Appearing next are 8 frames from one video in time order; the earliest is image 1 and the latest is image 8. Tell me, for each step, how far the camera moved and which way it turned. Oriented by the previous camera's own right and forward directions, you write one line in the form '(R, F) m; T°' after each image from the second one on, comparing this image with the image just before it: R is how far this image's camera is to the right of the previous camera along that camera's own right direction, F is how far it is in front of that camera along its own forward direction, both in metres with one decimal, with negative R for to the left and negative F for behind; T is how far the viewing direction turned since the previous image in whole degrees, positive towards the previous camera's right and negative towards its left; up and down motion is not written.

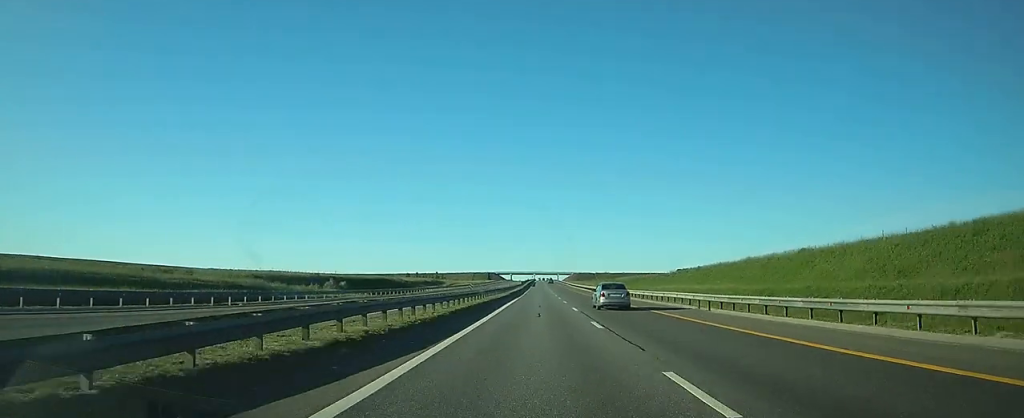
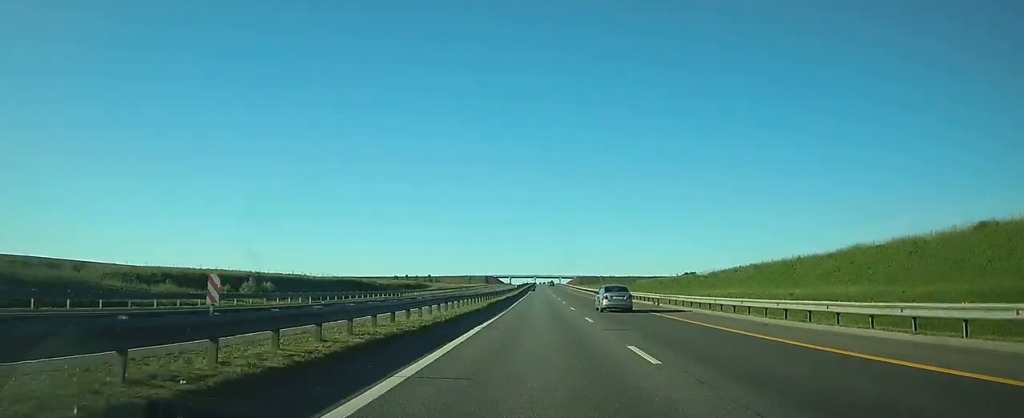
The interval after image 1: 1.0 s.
(0.0, +31.9) m; 0°
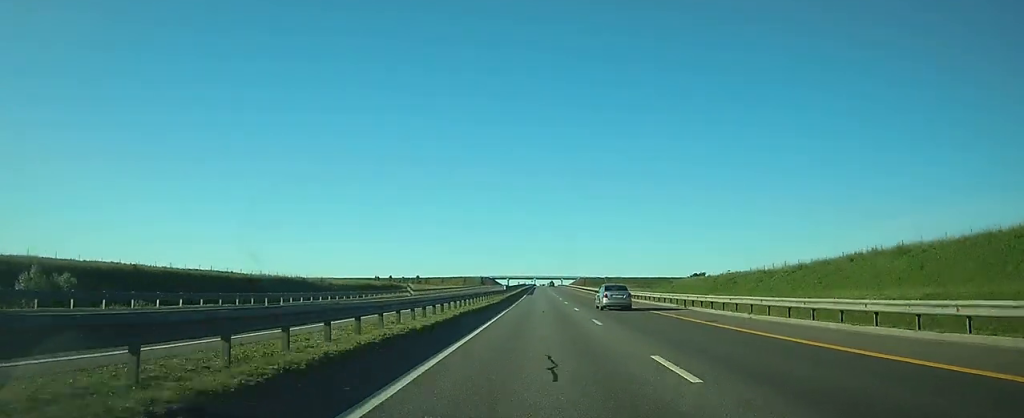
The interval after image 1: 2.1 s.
(0.0, +38.2) m; 0°
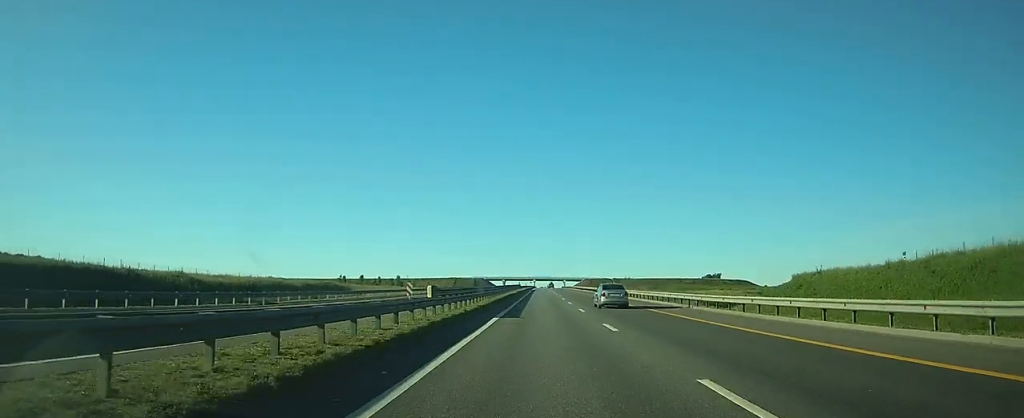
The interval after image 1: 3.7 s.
(-0.1, +50.8) m; 0°
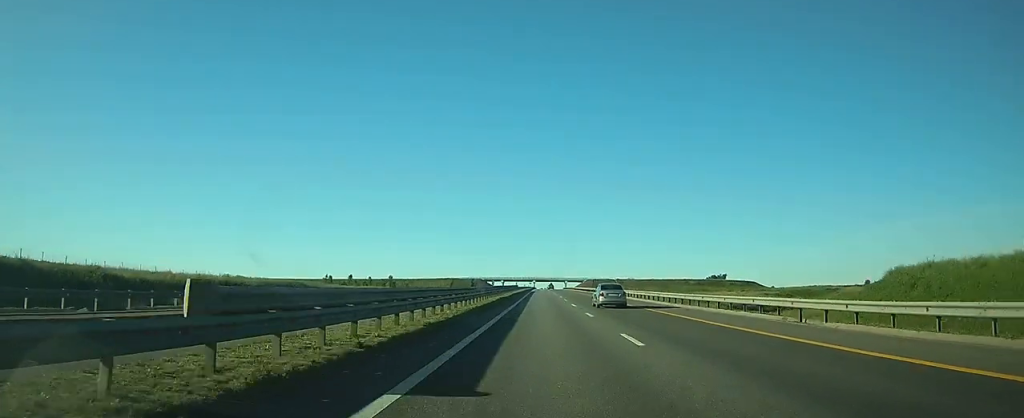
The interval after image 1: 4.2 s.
(-0.1, +16.0) m; 0°
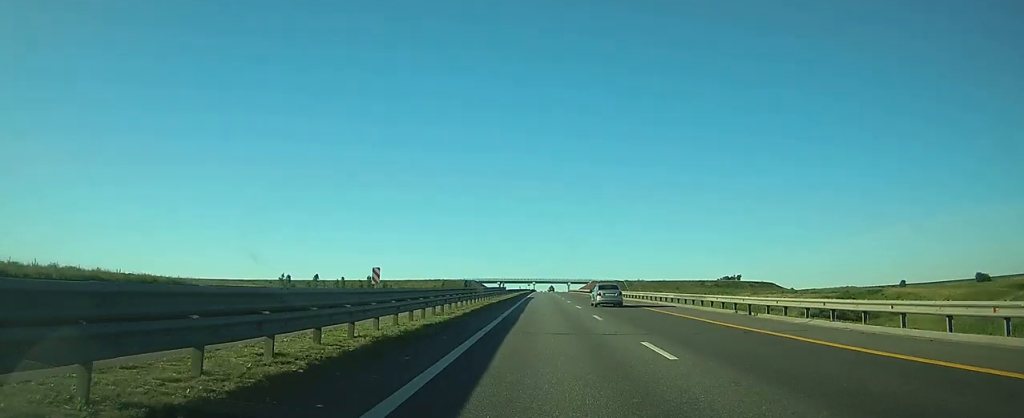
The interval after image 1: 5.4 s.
(-0.1, +38.3) m; 0°
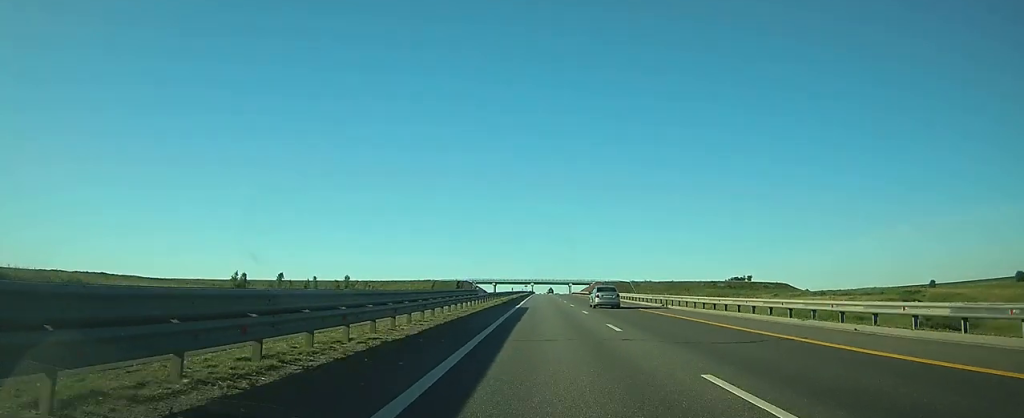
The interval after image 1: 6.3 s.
(+0.1, +28.5) m; 0°
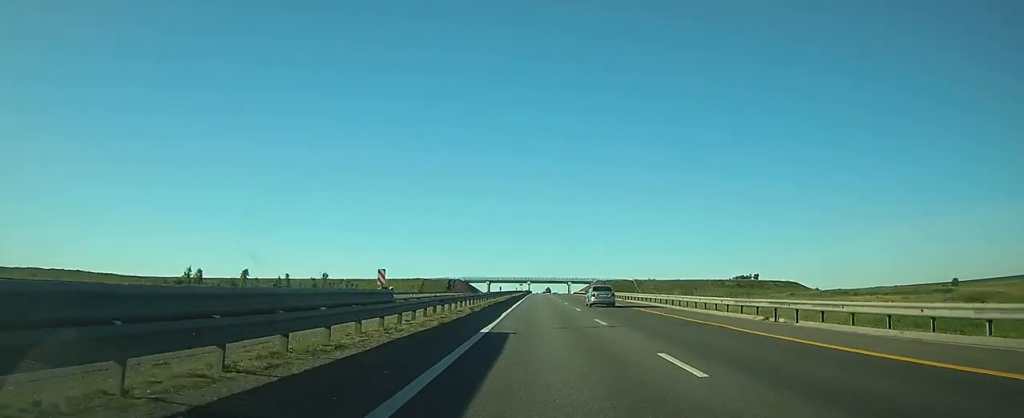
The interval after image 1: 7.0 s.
(+0.1, +21.0) m; 0°
